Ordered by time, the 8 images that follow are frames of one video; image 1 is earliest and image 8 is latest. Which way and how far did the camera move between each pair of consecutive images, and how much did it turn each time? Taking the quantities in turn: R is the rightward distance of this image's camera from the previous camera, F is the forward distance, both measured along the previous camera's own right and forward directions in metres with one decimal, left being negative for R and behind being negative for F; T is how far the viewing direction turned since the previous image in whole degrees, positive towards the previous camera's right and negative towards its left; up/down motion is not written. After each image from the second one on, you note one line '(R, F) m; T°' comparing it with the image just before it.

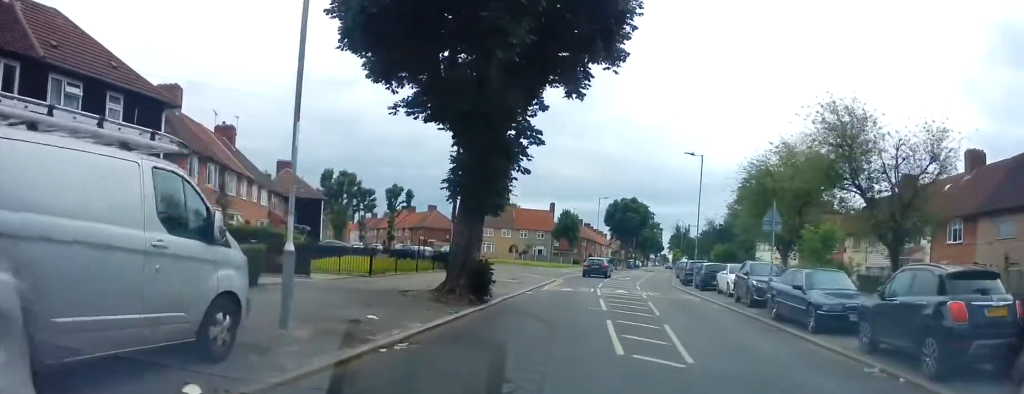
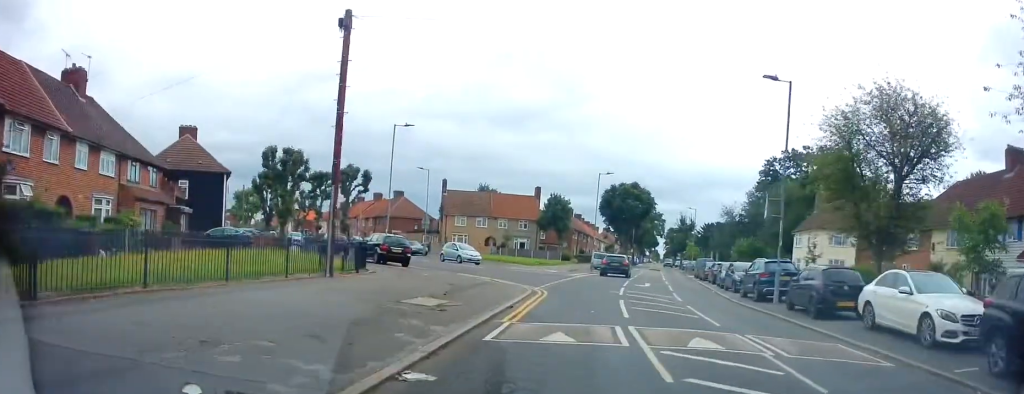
(+0.9, +15.4) m; +2°
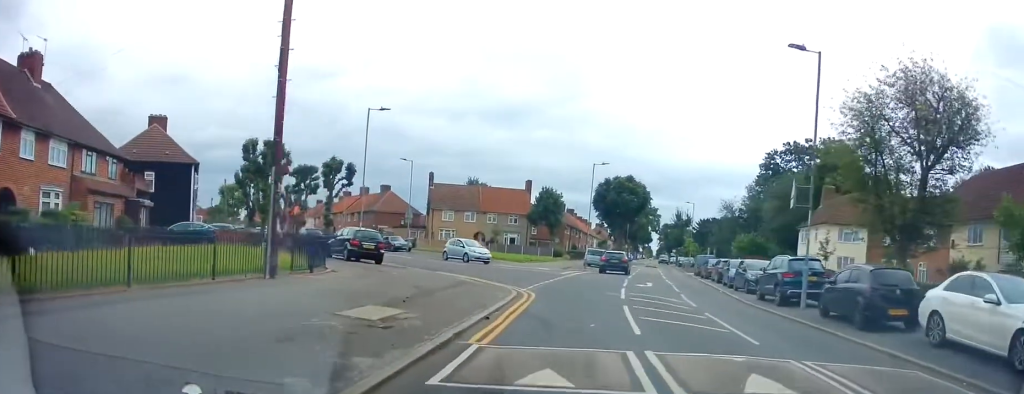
(0.0, +3.0) m; -1°
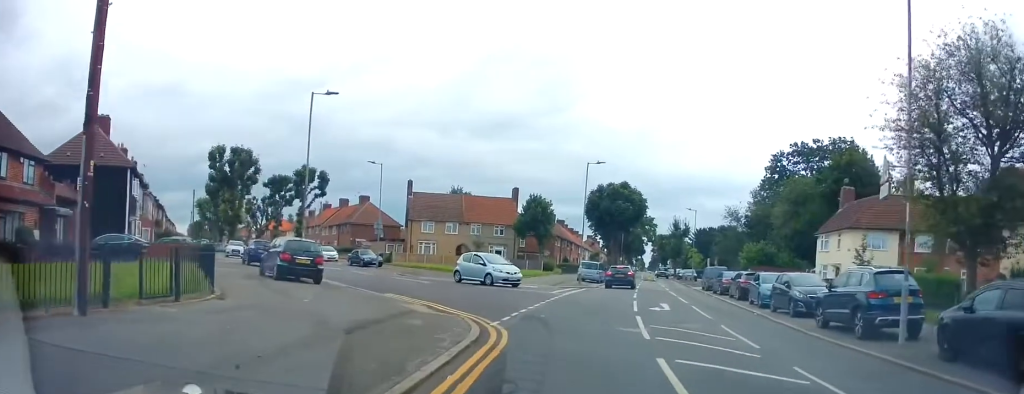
(-0.2, +6.4) m; +4°
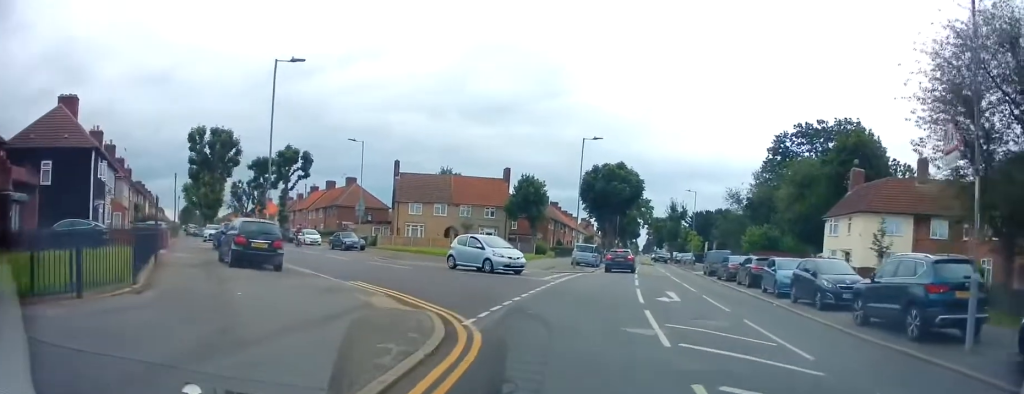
(+0.4, +2.7) m; 0°
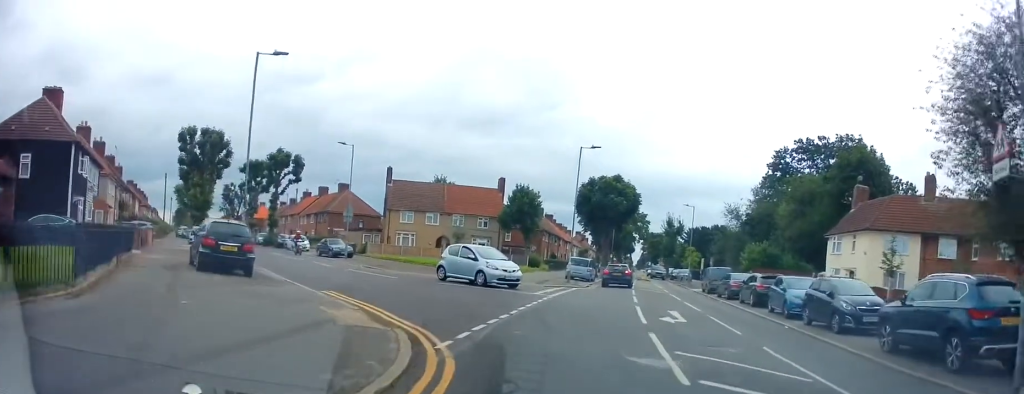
(+0.1, +1.6) m; 0°
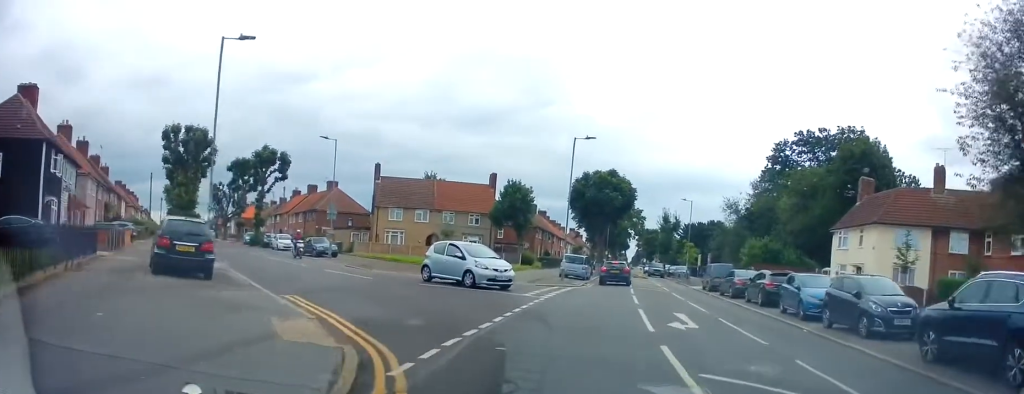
(-0.2, +1.9) m; -1°
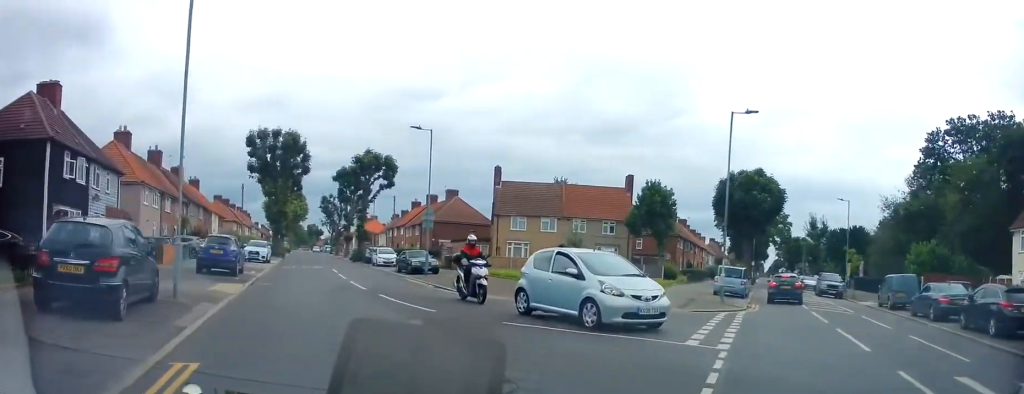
(-0.6, +7.8) m; -20°
